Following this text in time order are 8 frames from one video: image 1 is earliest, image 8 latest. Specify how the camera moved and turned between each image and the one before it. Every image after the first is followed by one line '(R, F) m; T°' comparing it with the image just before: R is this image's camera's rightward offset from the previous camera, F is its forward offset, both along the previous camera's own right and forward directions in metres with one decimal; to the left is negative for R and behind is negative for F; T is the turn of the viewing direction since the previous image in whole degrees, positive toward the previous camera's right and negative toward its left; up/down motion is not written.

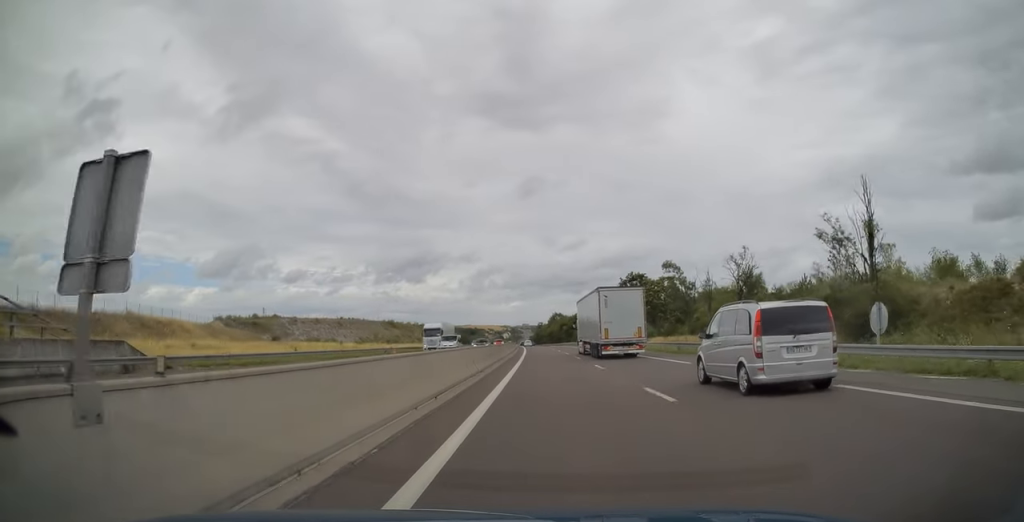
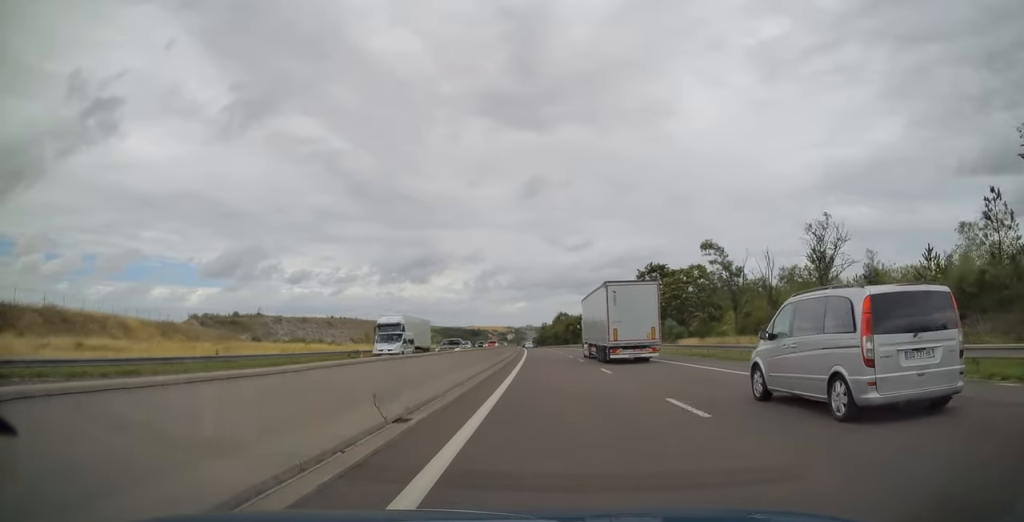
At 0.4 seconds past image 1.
(0.0, +15.2) m; 0°
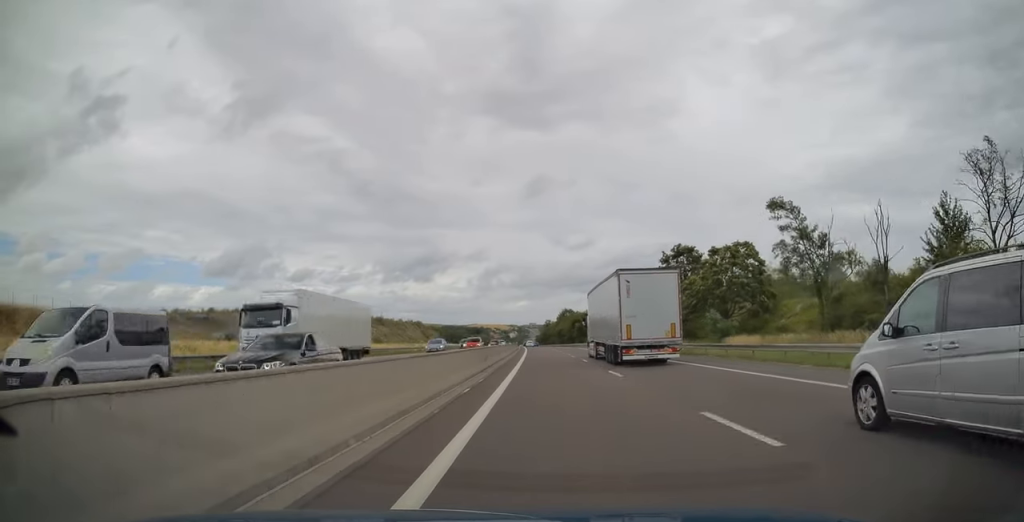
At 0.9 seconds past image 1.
(-0.1, +15.8) m; 0°
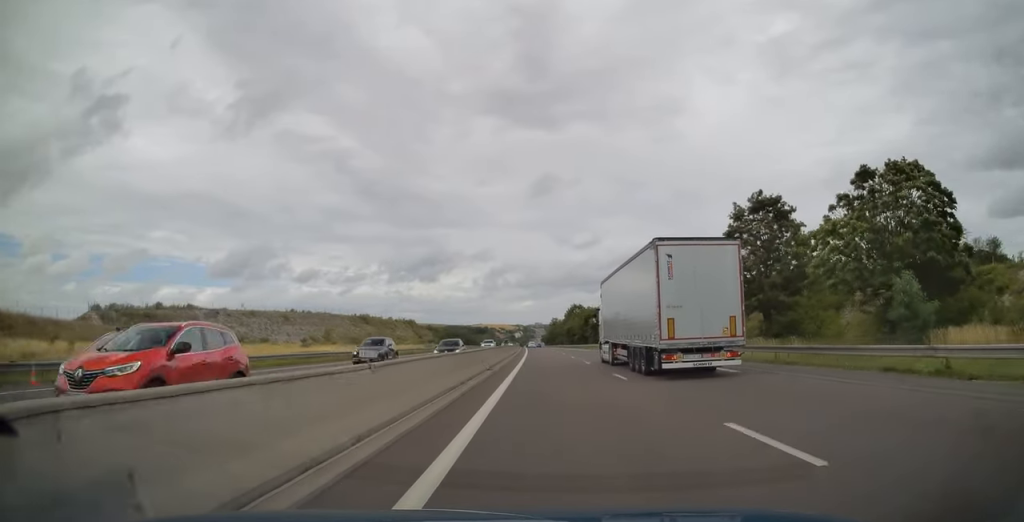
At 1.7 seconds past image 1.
(-0.1, +27.0) m; -1°
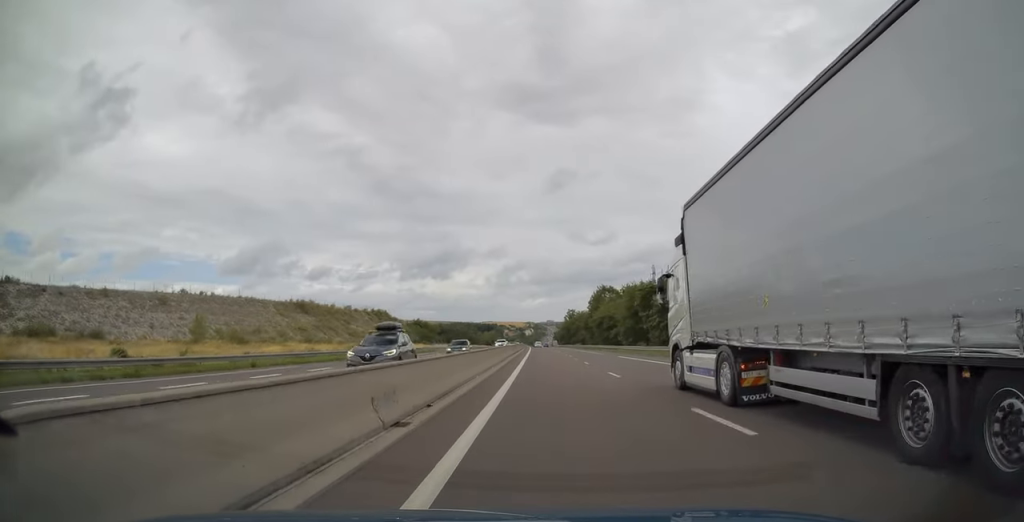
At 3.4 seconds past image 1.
(-1.0, +62.9) m; -2°
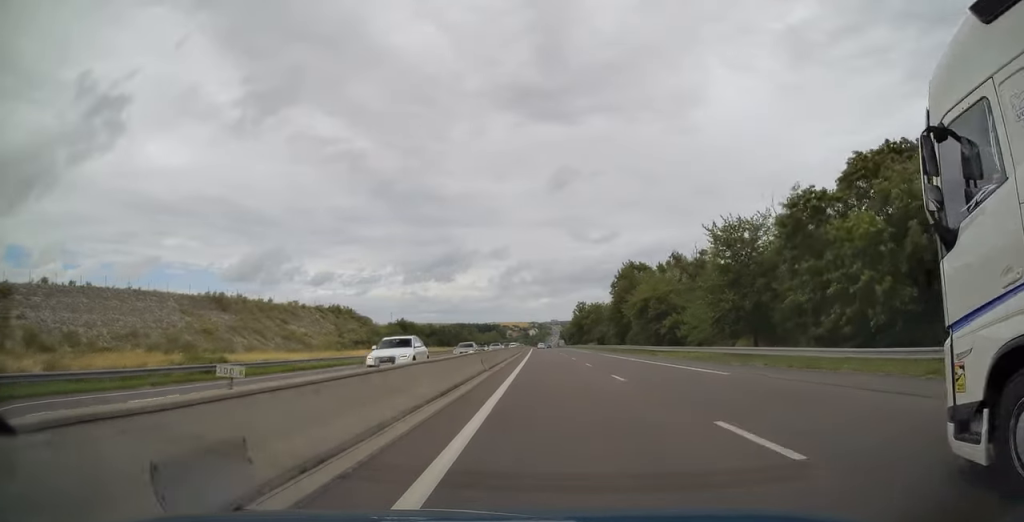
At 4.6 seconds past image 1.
(-0.1, +40.6) m; -1°
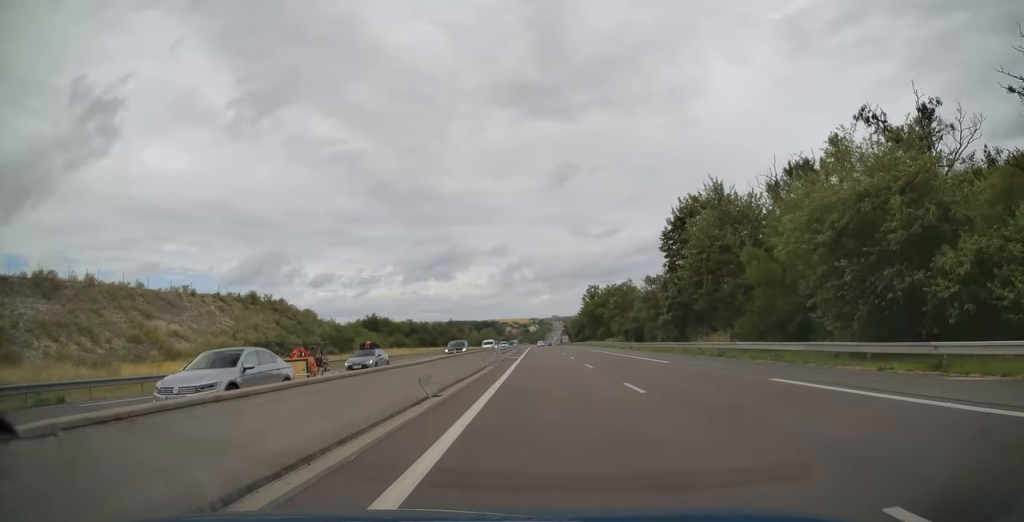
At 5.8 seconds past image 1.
(-0.2, +44.1) m; 0°
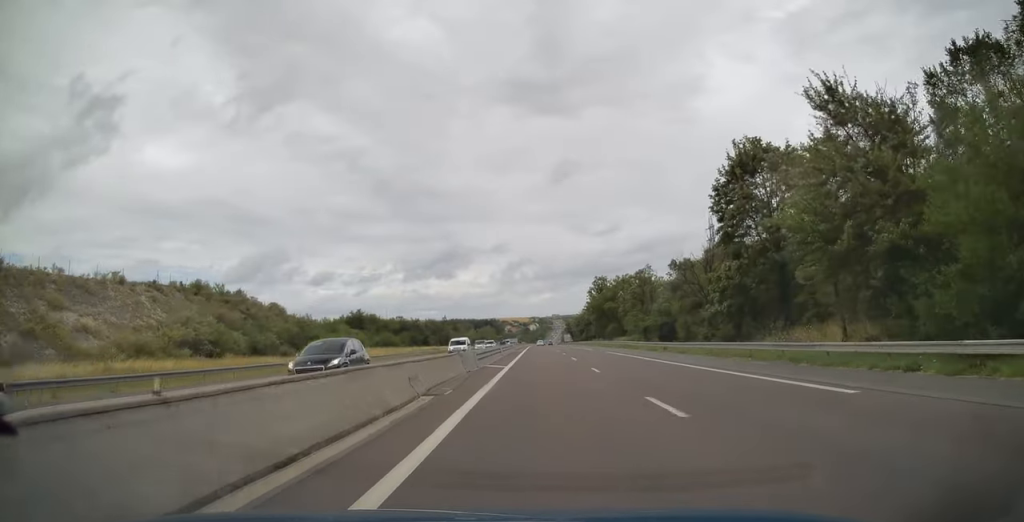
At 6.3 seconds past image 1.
(0.0, +17.6) m; 0°
